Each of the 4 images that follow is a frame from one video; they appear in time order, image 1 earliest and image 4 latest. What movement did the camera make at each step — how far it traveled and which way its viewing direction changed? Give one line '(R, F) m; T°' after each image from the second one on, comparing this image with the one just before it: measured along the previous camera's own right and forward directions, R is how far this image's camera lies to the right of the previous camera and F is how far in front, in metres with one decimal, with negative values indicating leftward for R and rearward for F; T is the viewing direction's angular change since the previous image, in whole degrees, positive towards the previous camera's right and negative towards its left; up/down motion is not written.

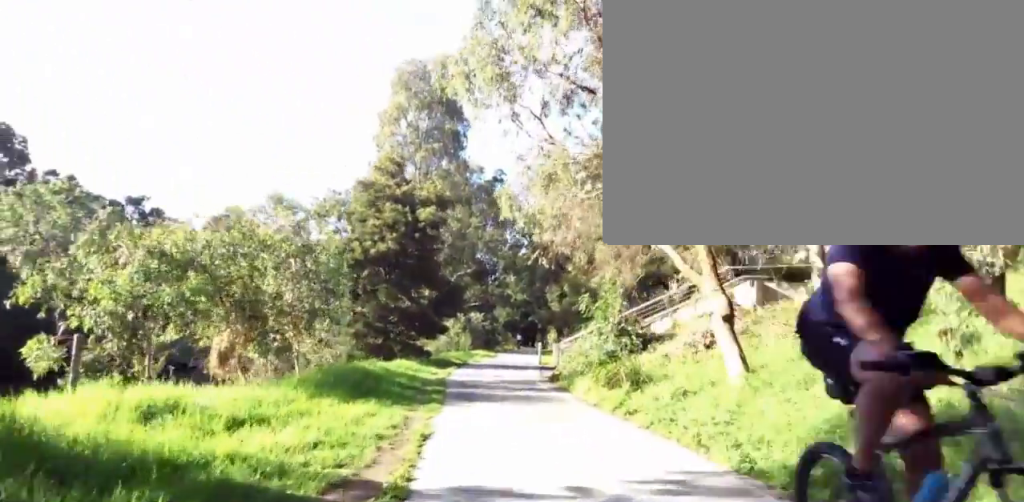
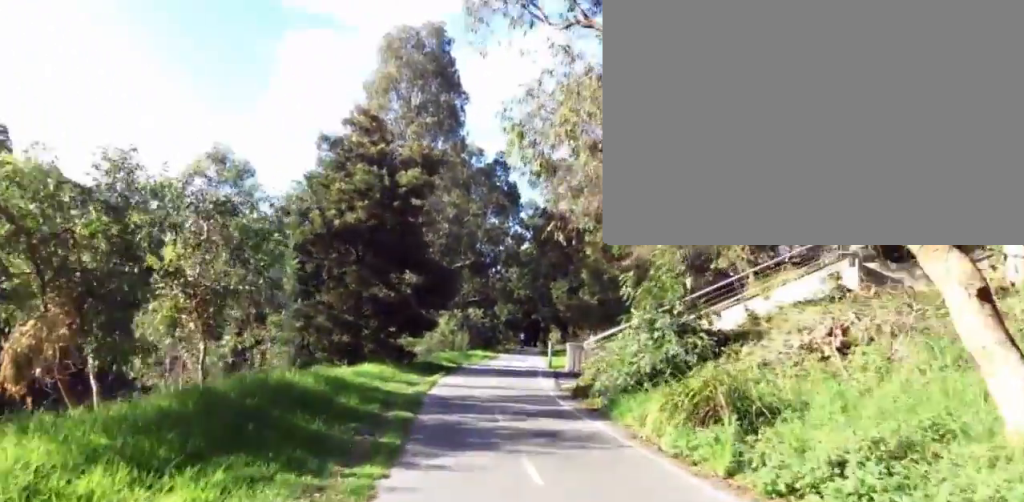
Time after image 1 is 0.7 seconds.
(+0.1, +5.4) m; -2°
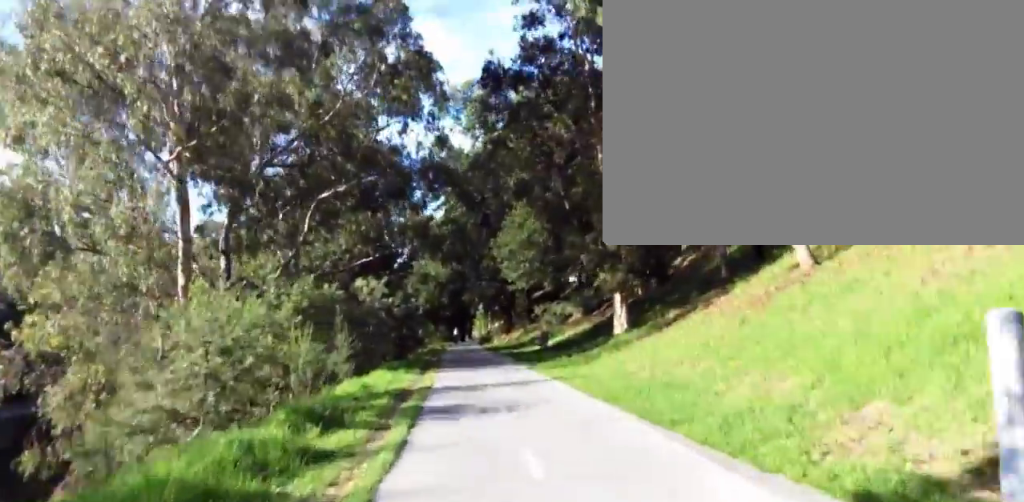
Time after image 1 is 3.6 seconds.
(+1.1, +18.9) m; +10°
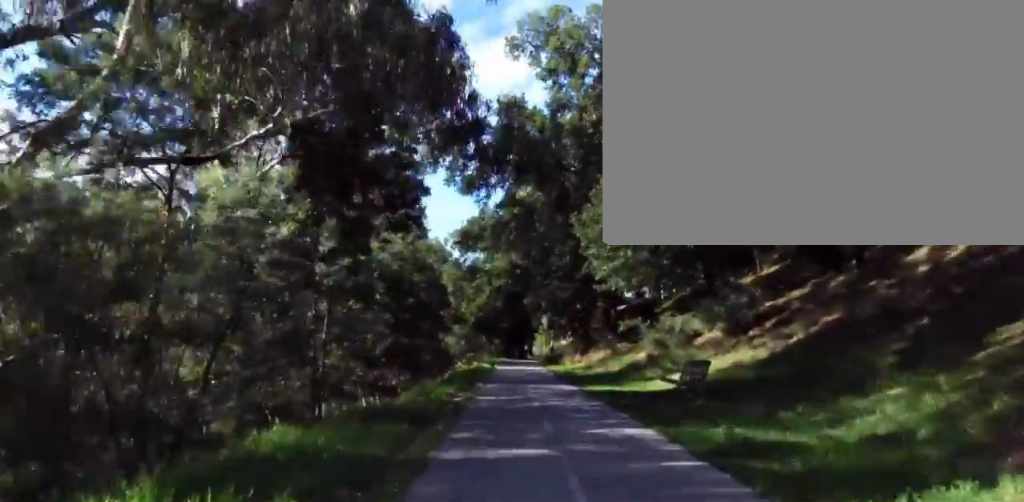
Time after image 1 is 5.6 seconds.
(-1.7, +14.3) m; -5°
